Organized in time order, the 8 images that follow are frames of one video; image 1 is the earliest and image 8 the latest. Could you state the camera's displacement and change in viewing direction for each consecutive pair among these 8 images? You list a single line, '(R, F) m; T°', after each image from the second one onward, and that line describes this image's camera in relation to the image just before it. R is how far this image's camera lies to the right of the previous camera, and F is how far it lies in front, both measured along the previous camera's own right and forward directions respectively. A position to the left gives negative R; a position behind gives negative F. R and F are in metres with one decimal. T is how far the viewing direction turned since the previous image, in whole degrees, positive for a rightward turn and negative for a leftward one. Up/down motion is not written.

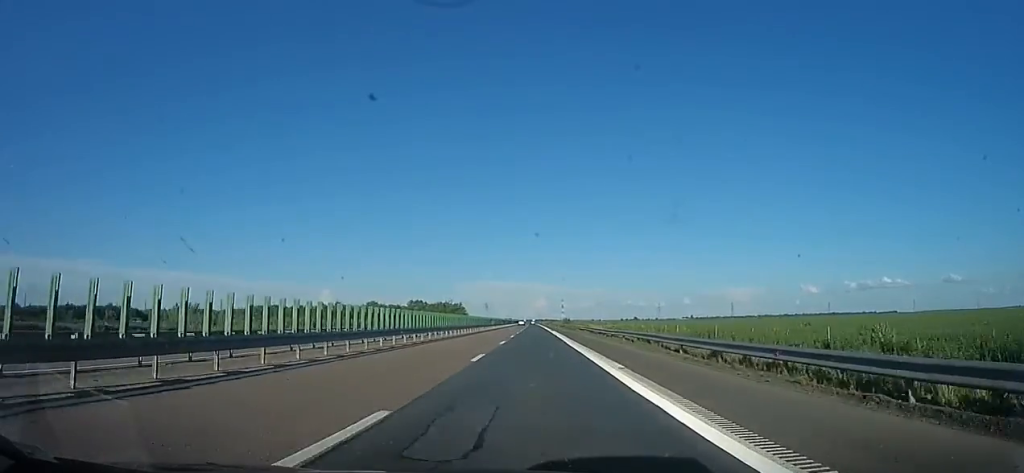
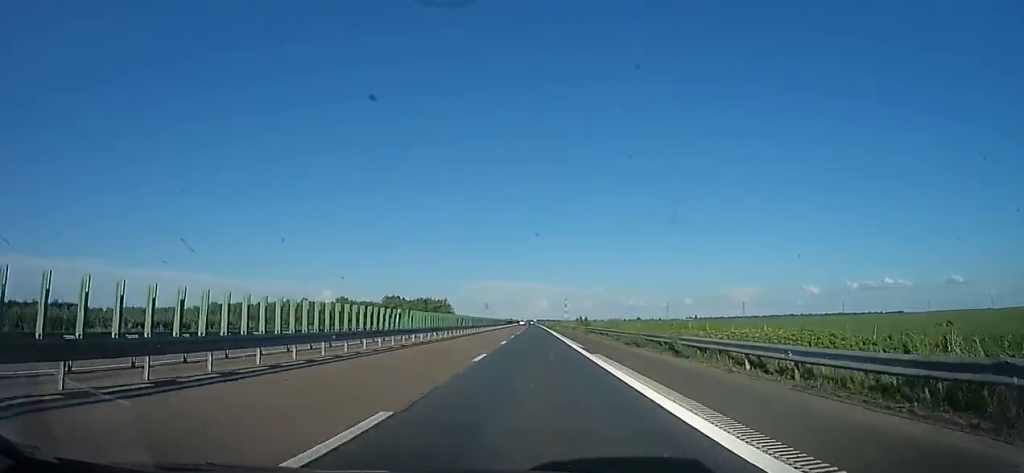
(-0.6, +48.3) m; -1°
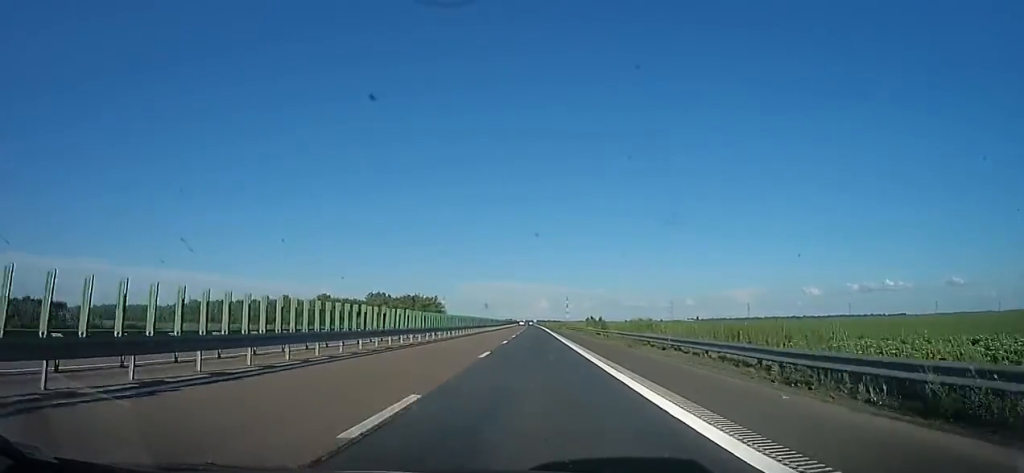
(-0.1, +22.5) m; 0°
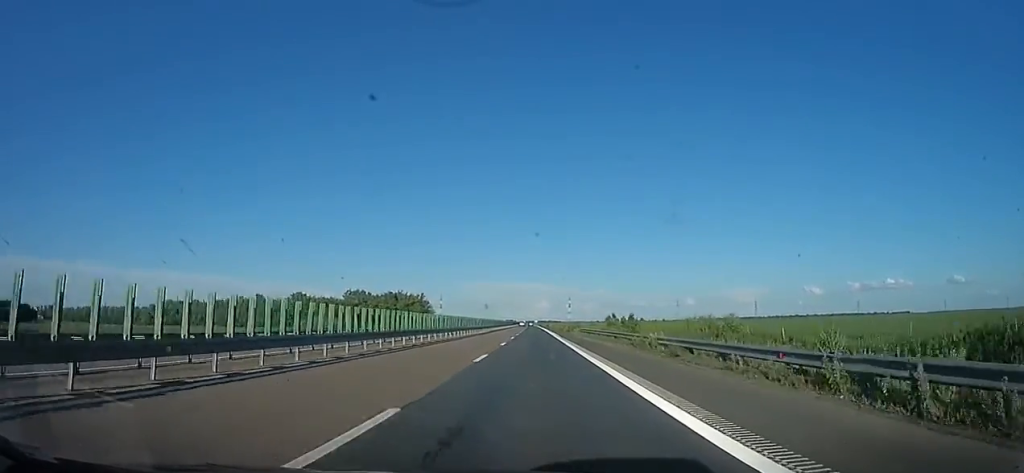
(0.0, +25.4) m; +1°
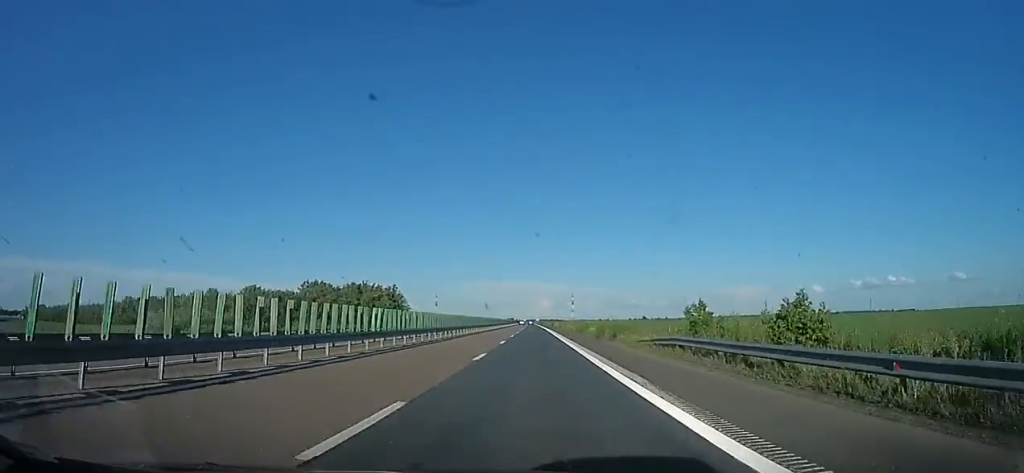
(+0.6, +35.5) m; +2°
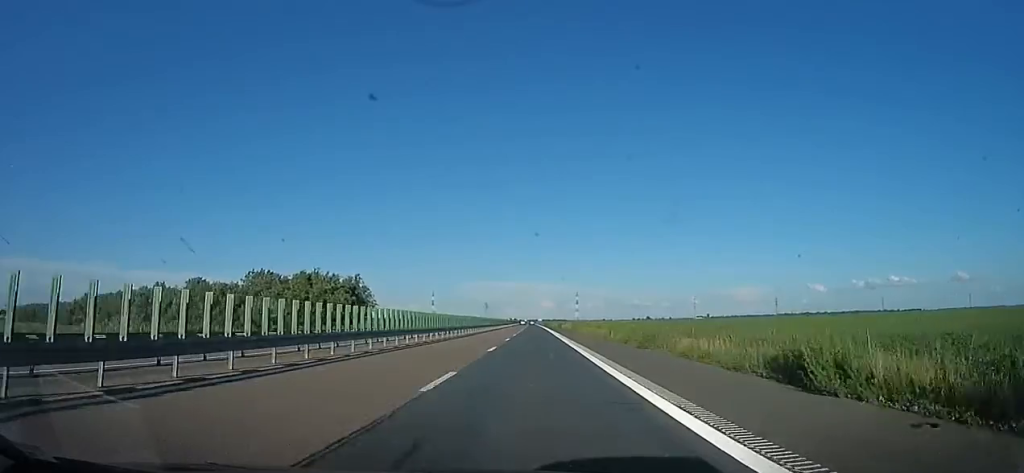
(+0.7, +31.4) m; -1°
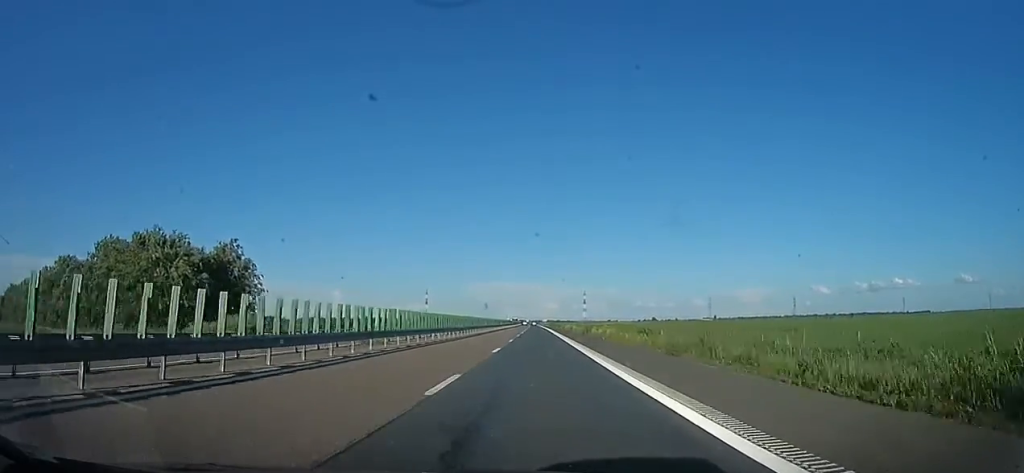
(-1.6, +48.3) m; -2°
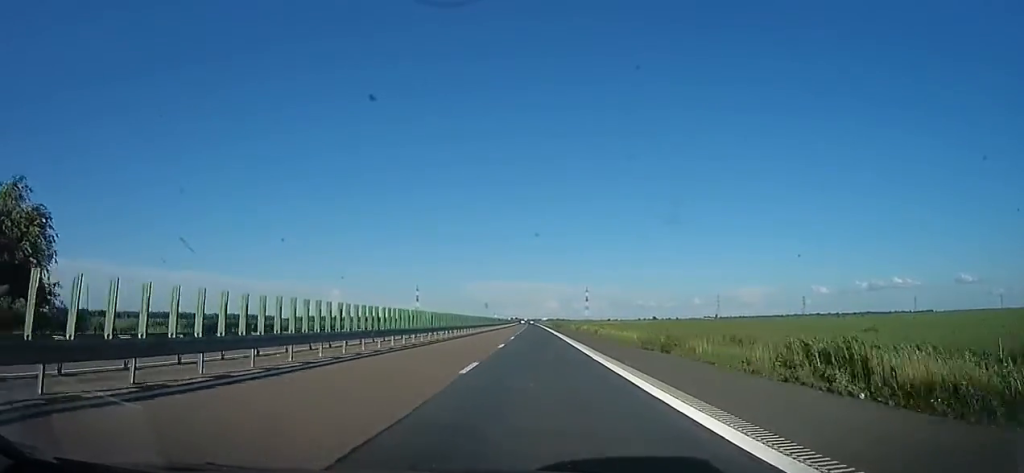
(0.0, +32.6) m; 0°
